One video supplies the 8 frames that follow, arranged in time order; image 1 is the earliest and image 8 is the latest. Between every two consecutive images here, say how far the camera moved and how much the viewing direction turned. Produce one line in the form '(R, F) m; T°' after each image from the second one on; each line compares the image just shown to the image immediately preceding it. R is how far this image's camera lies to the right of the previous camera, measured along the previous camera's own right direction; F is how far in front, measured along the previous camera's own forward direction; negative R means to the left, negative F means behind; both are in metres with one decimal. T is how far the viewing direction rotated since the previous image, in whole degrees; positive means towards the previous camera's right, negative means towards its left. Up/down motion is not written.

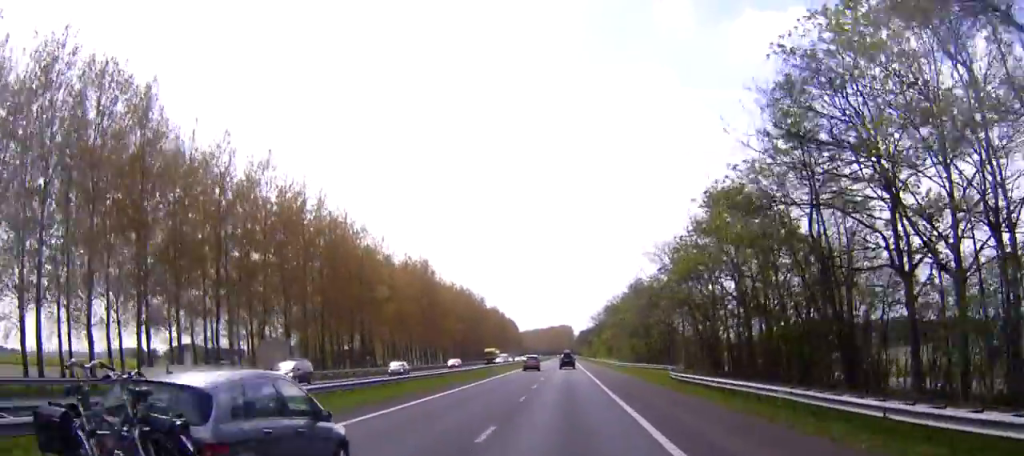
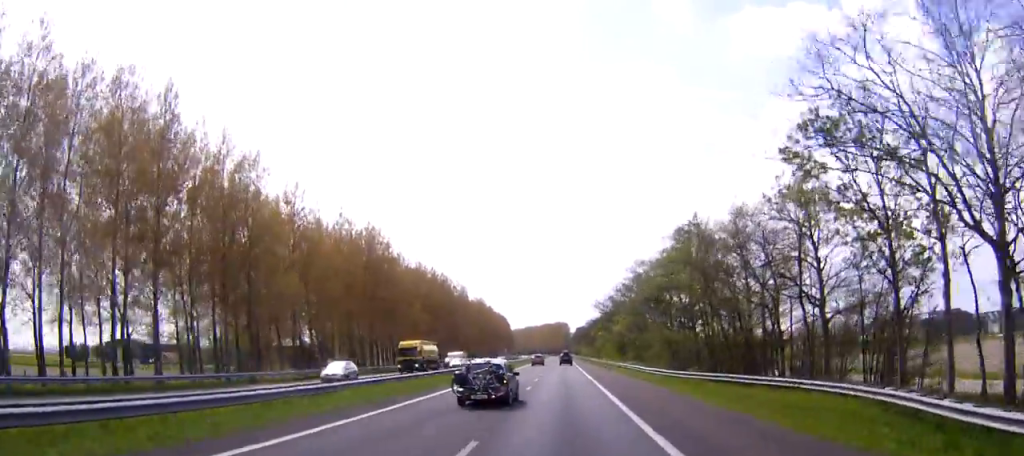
(0.0, +39.2) m; 0°
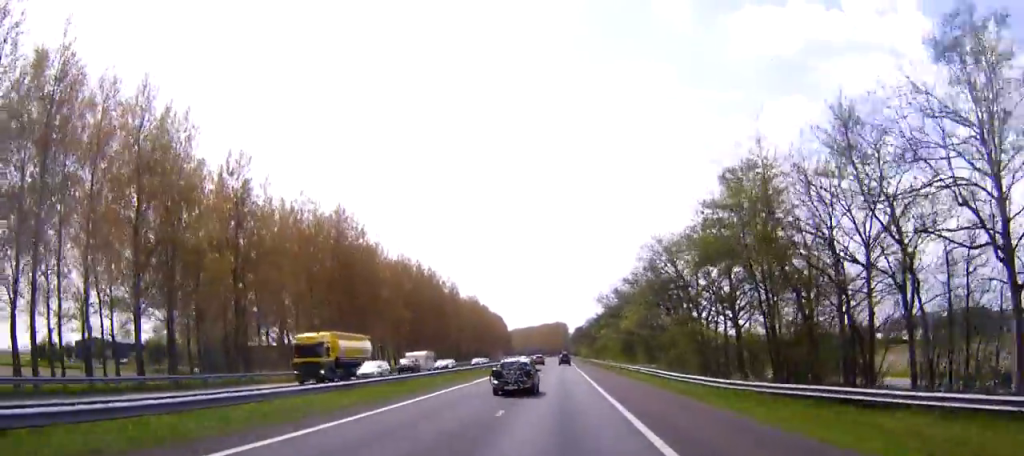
(0.0, +15.1) m; 0°
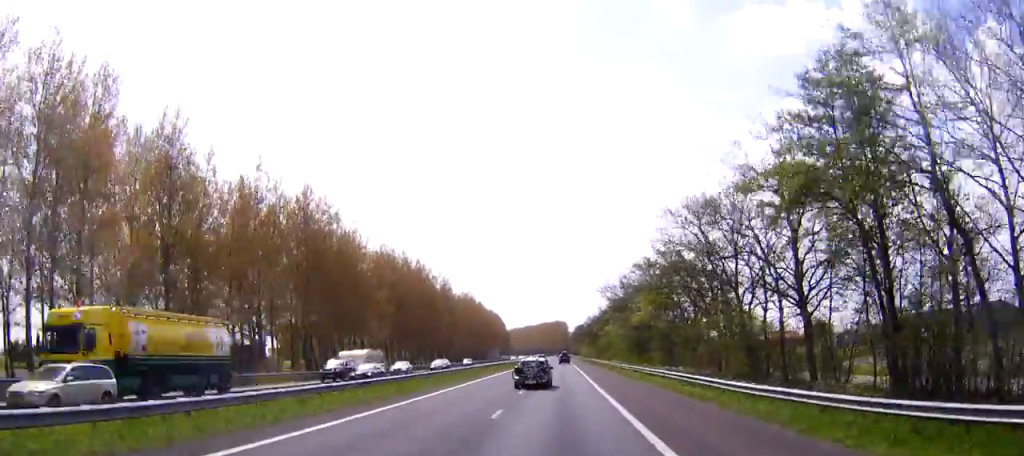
(0.0, +13.1) m; 0°
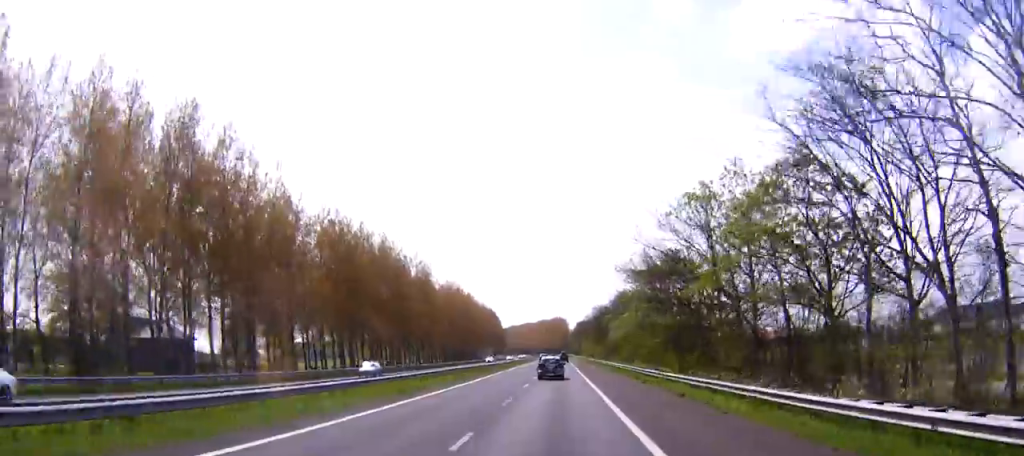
(+0.1, +30.2) m; +1°
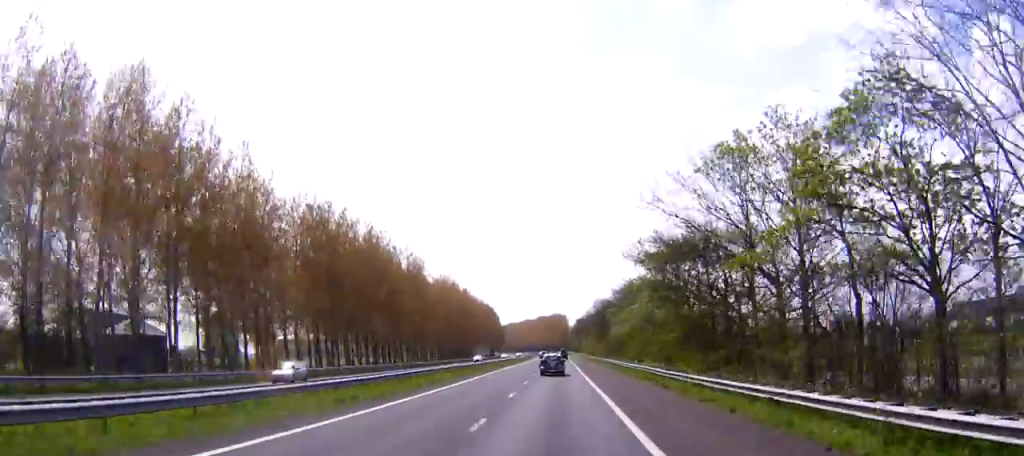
(0.0, +8.9) m; 0°
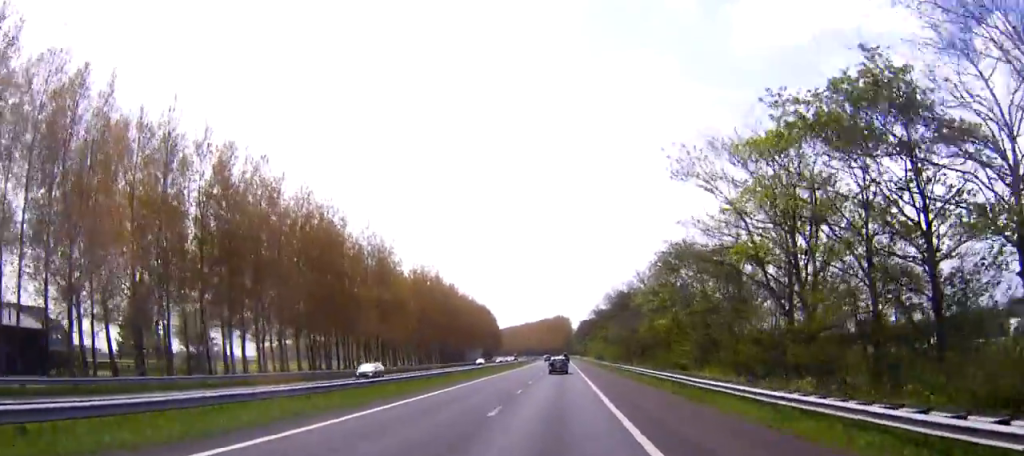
(+0.3, +31.7) m; 0°
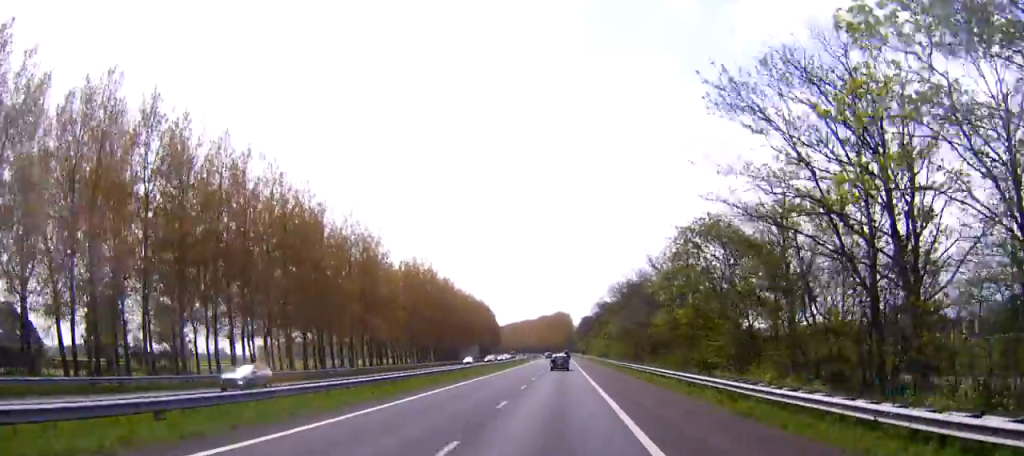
(+0.1, +9.6) m; 0°
